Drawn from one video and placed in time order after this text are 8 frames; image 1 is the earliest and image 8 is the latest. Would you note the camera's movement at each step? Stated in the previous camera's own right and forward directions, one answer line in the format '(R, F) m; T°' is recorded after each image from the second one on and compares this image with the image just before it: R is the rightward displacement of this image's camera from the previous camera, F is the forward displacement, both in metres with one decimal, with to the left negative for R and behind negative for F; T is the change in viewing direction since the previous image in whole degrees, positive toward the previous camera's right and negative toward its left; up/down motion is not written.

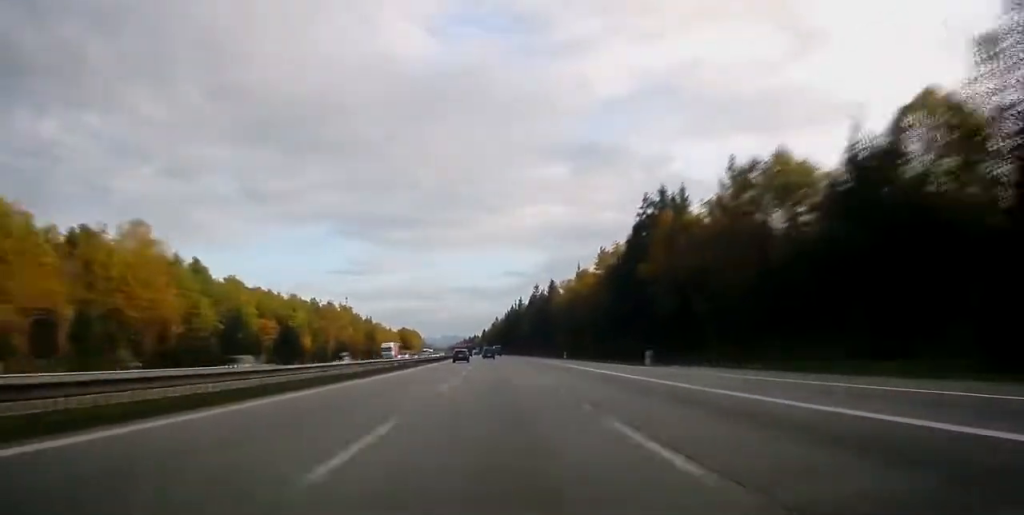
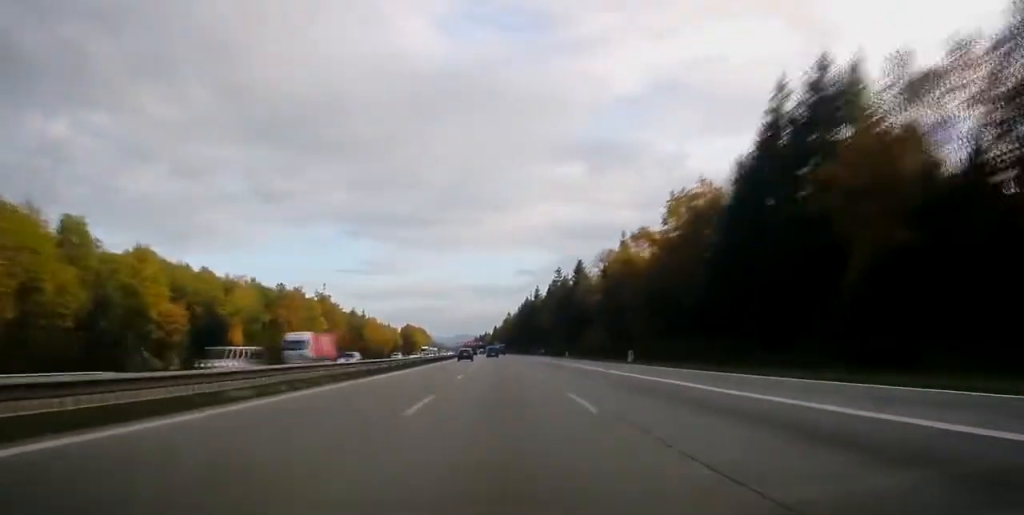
(-0.2, +46.3) m; -1°
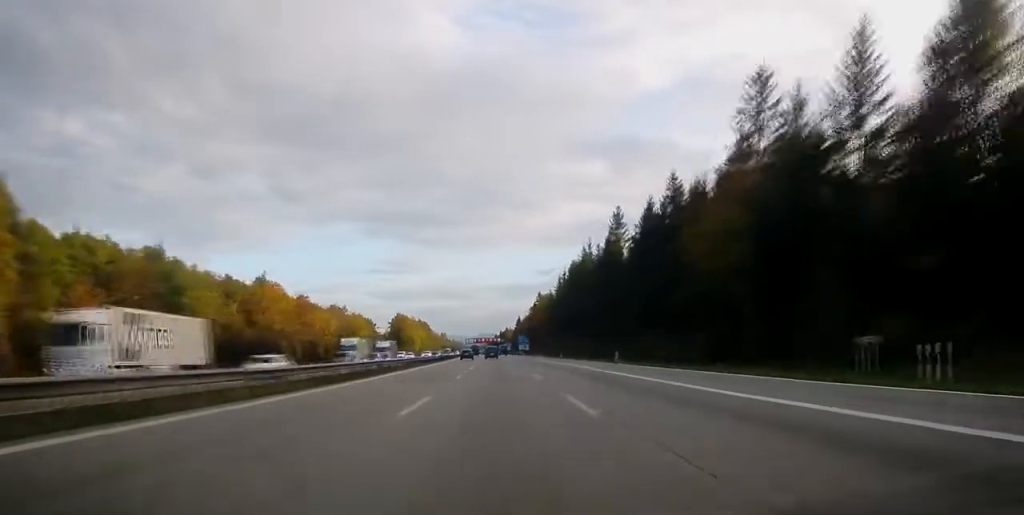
(-2.0, +146.0) m; -2°
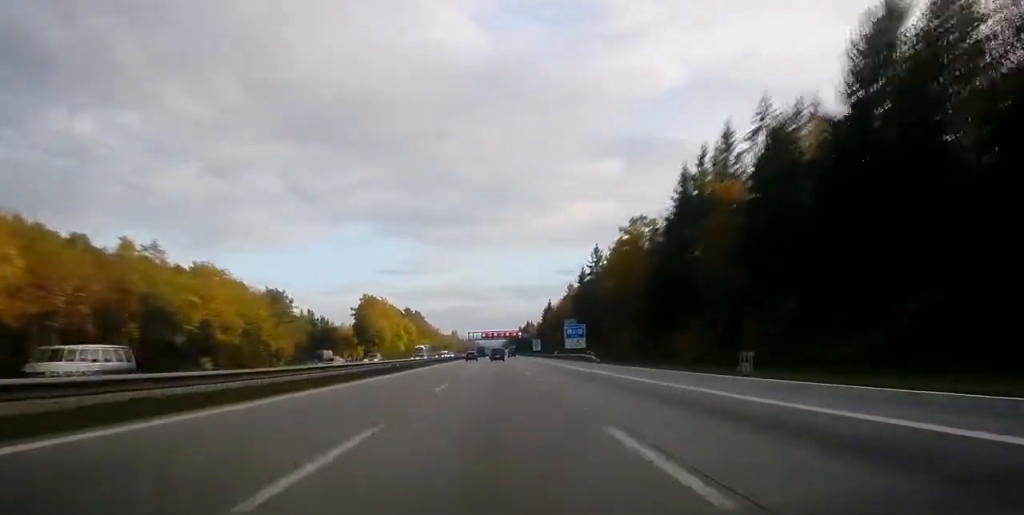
(-1.7, +136.3) m; -1°
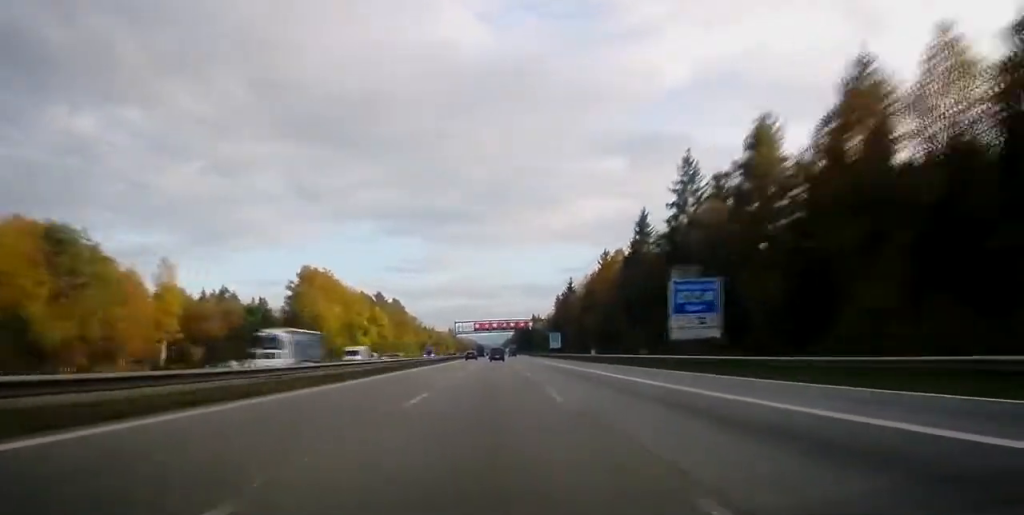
(+0.3, +76.4) m; 0°
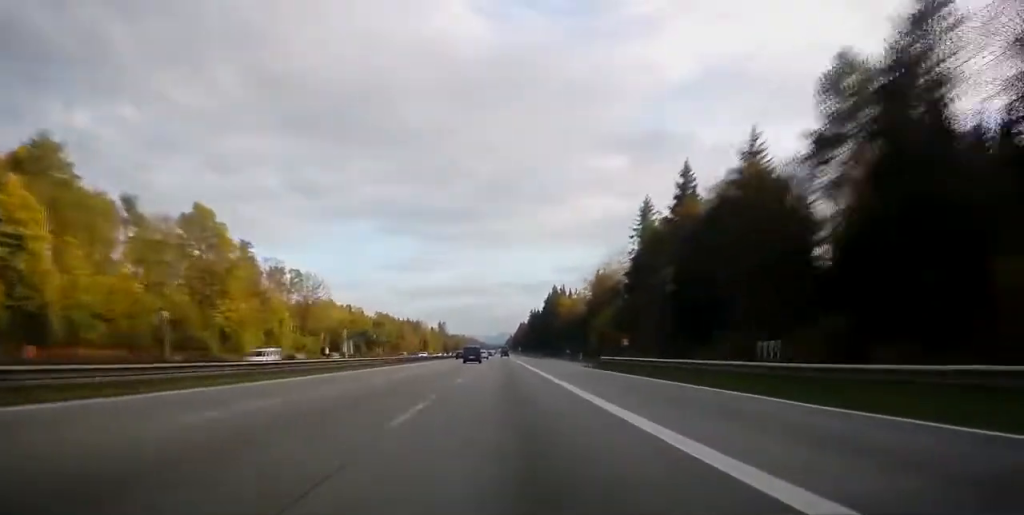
(0.0, +183.7) m; 0°
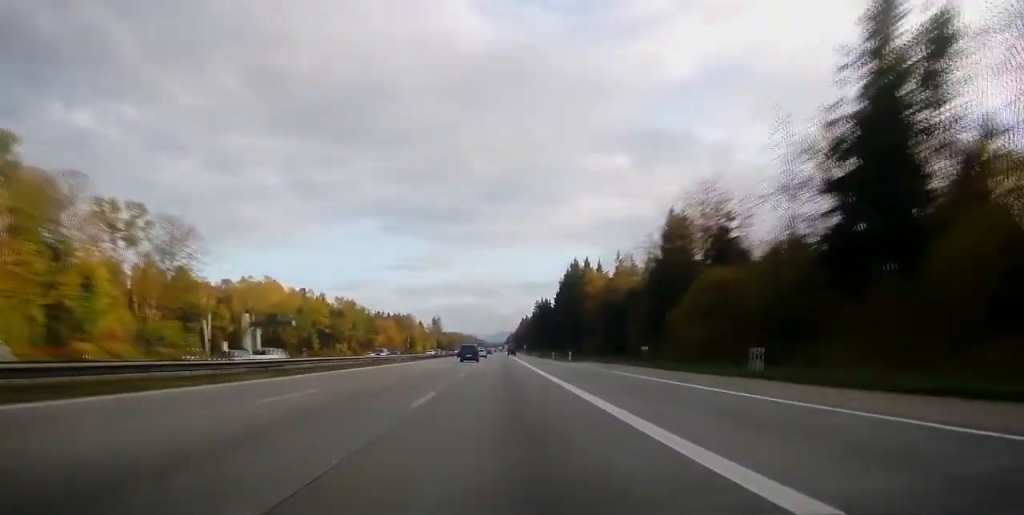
(-0.4, +68.0) m; 0°
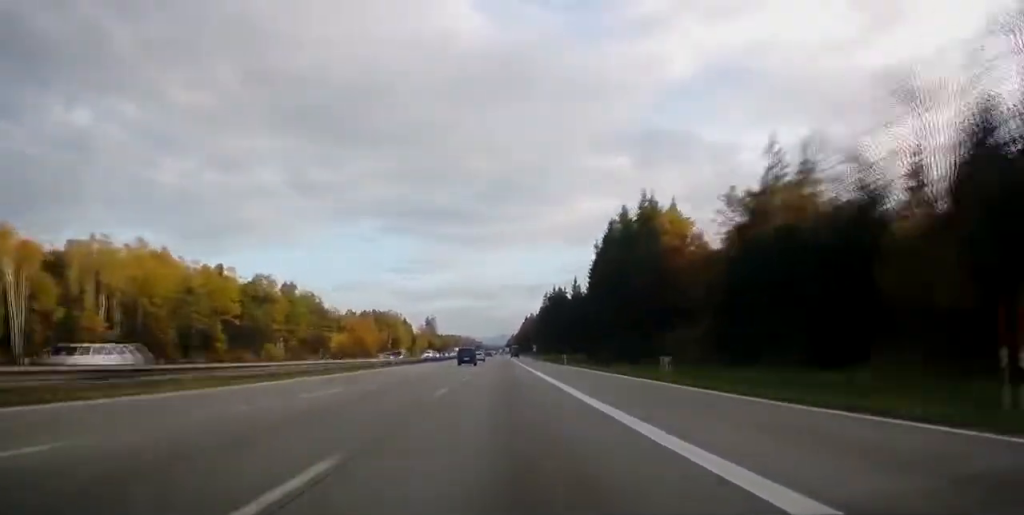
(-0.1, +66.6) m; 0°
